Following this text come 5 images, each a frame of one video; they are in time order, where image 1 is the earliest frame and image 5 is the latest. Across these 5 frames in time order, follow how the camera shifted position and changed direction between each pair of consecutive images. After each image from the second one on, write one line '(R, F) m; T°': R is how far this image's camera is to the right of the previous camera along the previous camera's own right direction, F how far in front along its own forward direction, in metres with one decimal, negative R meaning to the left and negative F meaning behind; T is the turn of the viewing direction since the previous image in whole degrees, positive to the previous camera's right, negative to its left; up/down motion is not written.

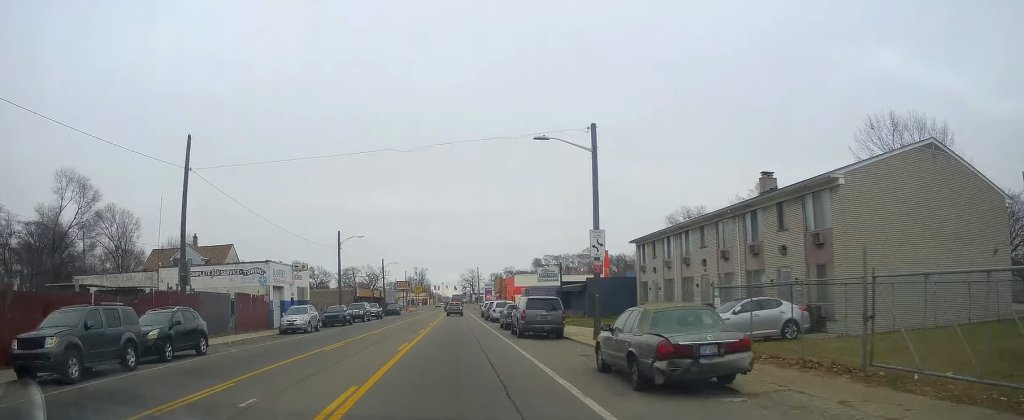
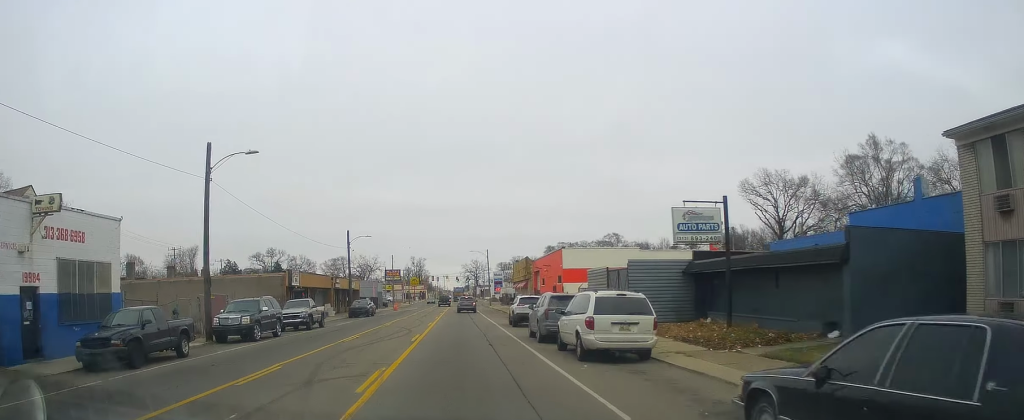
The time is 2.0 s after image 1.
(+3.2, +33.6) m; +6°
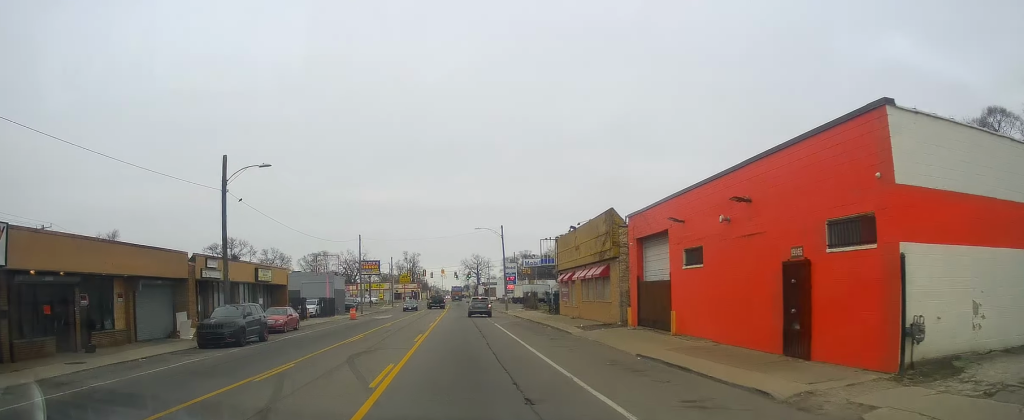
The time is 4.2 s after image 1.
(-1.4, +35.7) m; 0°
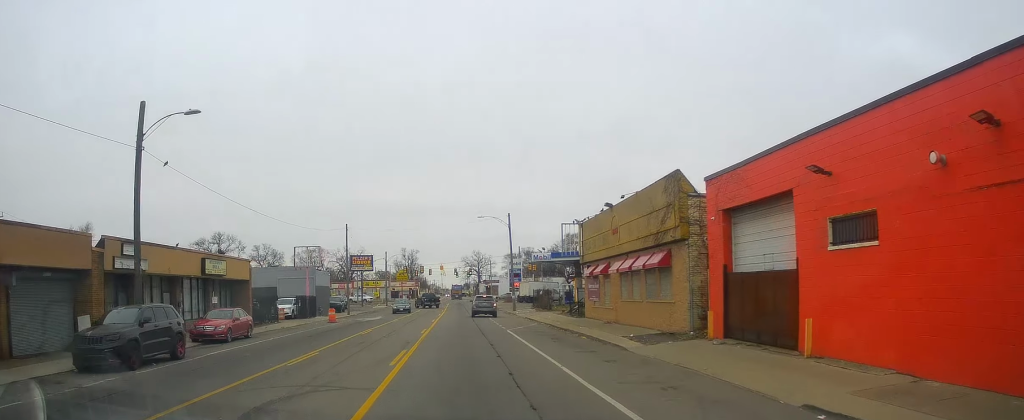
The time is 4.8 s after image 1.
(+0.5, +9.1) m; 0°
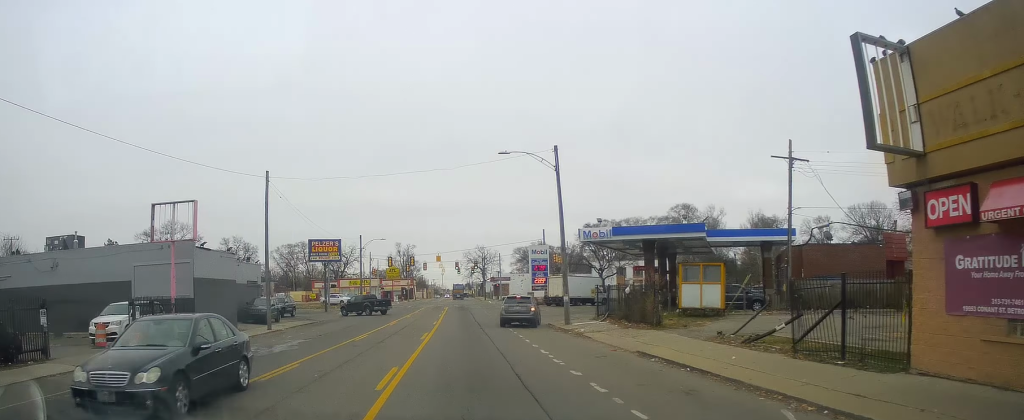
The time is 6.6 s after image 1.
(-0.8, +28.7) m; -2°
